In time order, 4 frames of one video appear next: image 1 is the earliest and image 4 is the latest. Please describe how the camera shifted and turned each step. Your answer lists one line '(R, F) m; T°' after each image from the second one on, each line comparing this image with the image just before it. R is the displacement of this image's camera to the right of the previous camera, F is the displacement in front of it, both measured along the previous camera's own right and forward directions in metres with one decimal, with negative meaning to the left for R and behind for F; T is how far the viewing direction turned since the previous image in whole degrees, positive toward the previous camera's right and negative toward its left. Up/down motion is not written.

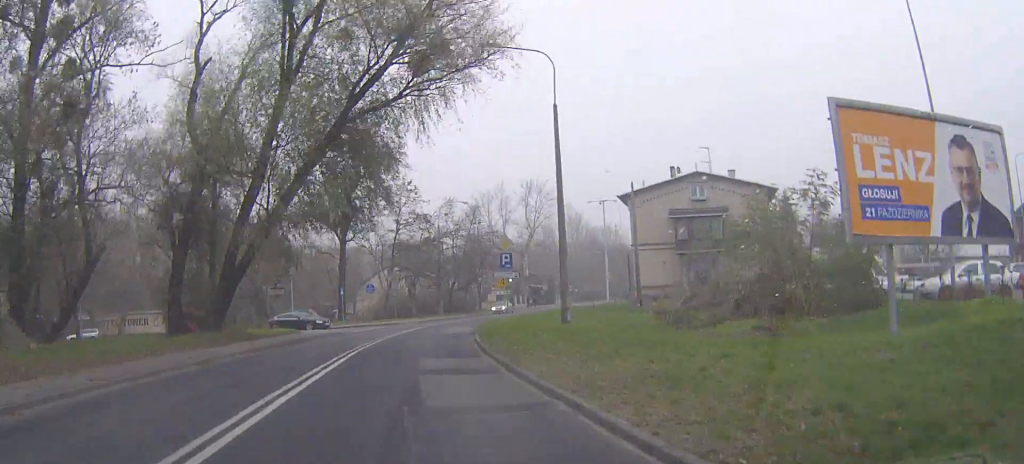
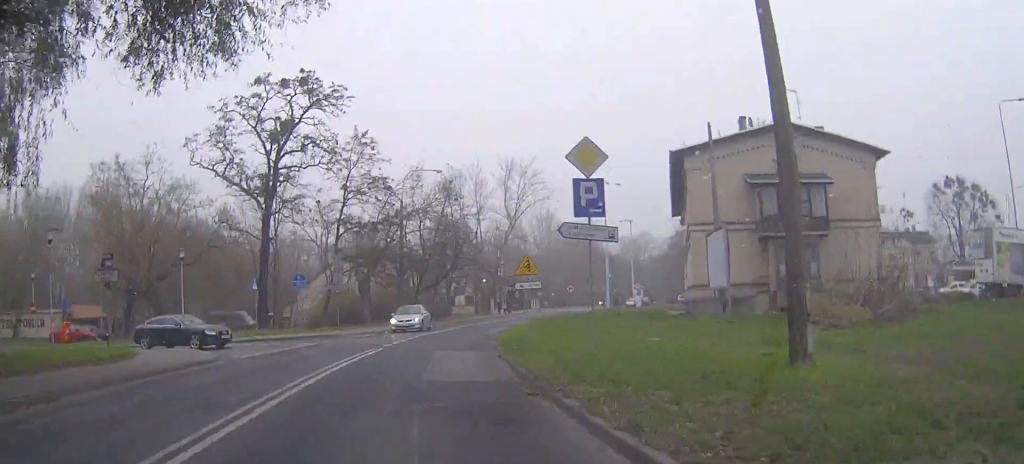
(+0.4, +21.2) m; +3°
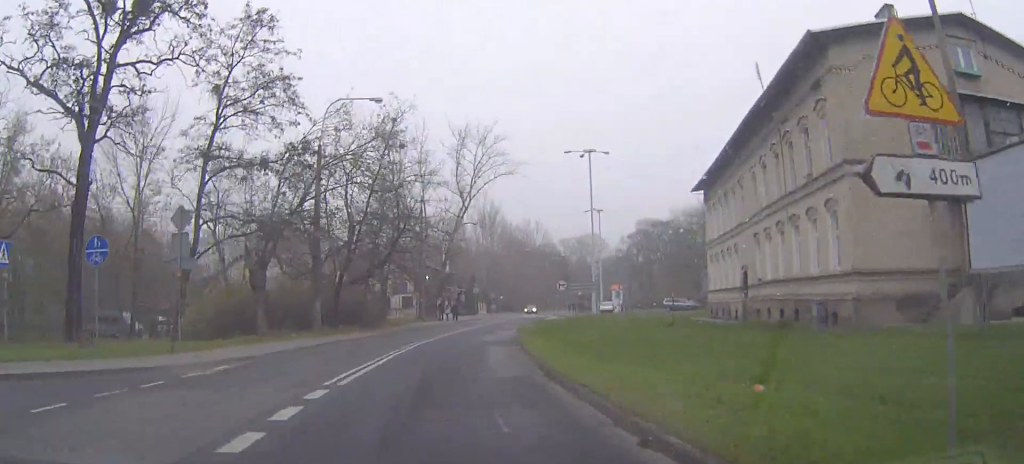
(+0.7, +20.9) m; +5°
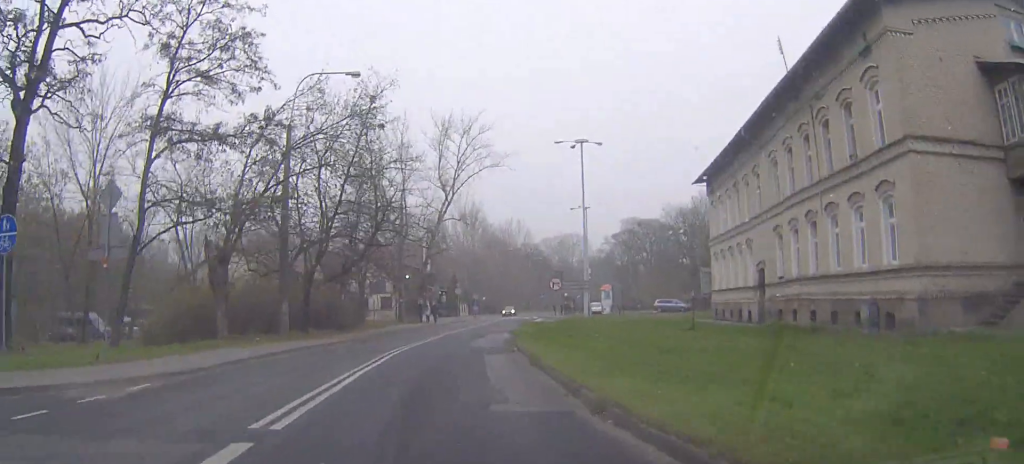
(+0.1, +4.4) m; +2°
